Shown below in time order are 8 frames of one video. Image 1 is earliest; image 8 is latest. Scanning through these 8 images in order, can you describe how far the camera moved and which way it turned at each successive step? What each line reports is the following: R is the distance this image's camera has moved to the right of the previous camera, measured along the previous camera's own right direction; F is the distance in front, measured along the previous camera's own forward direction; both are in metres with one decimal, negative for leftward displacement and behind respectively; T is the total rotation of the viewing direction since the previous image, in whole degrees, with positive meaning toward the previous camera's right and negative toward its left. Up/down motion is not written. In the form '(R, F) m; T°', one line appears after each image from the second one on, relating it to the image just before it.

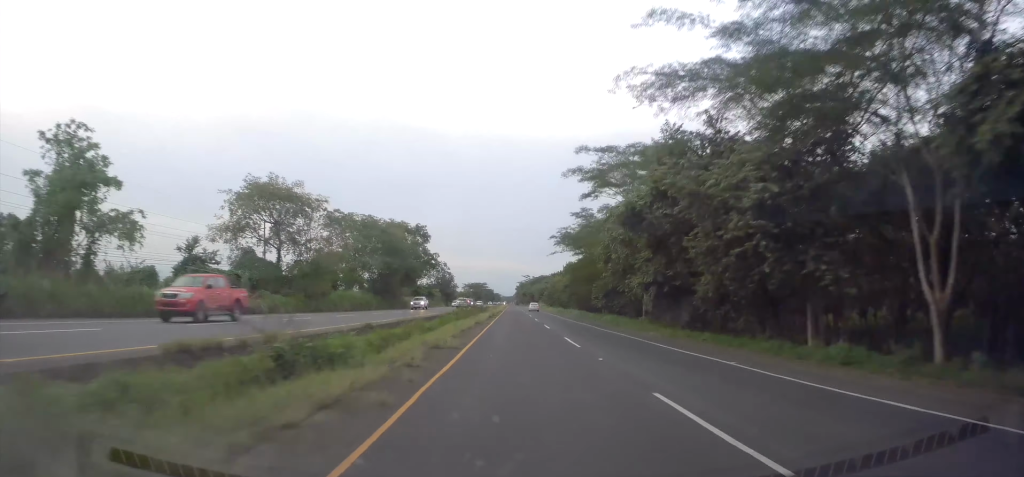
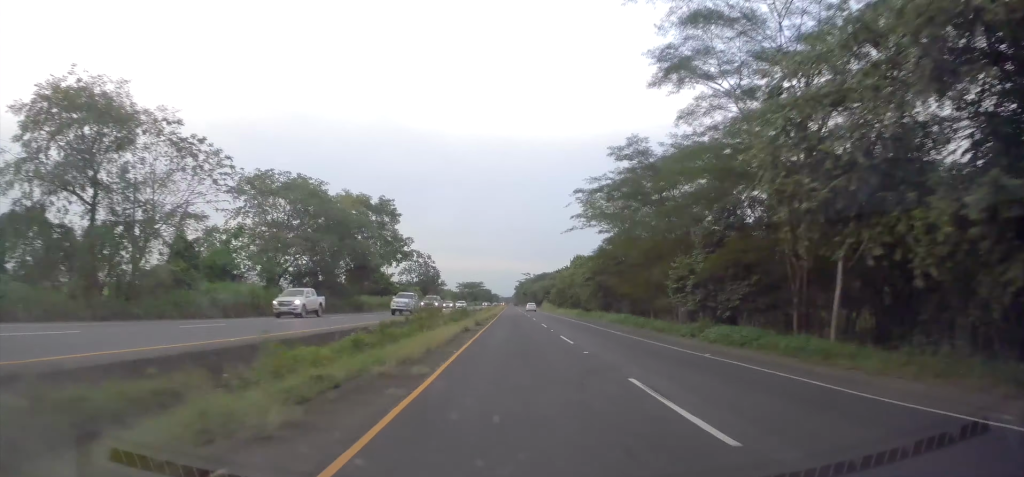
(0.0, +26.6) m; 0°
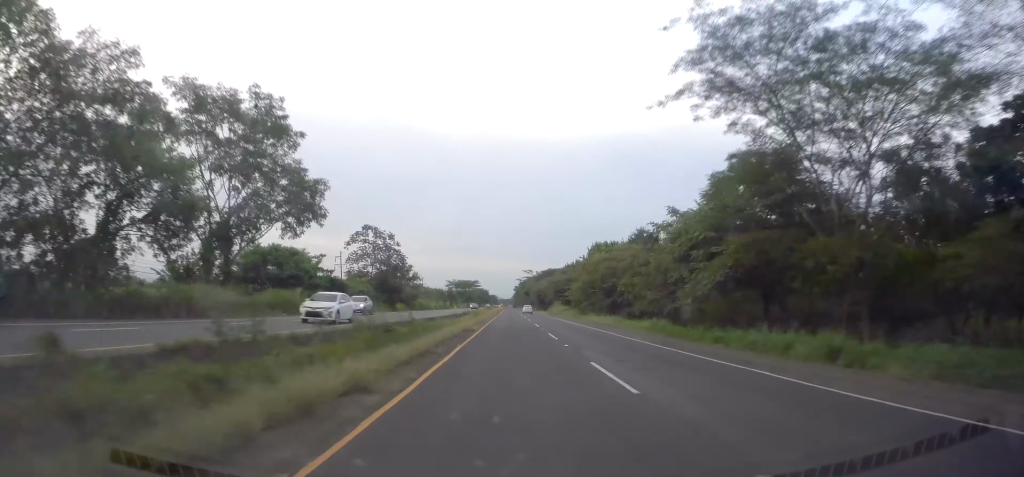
(-0.1, +39.1) m; 0°
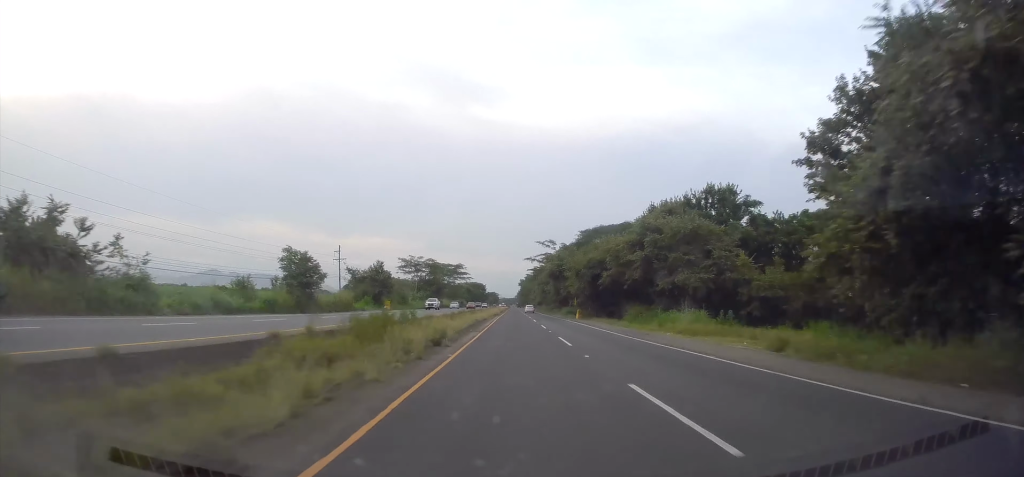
(-1.0, +103.0) m; -1°
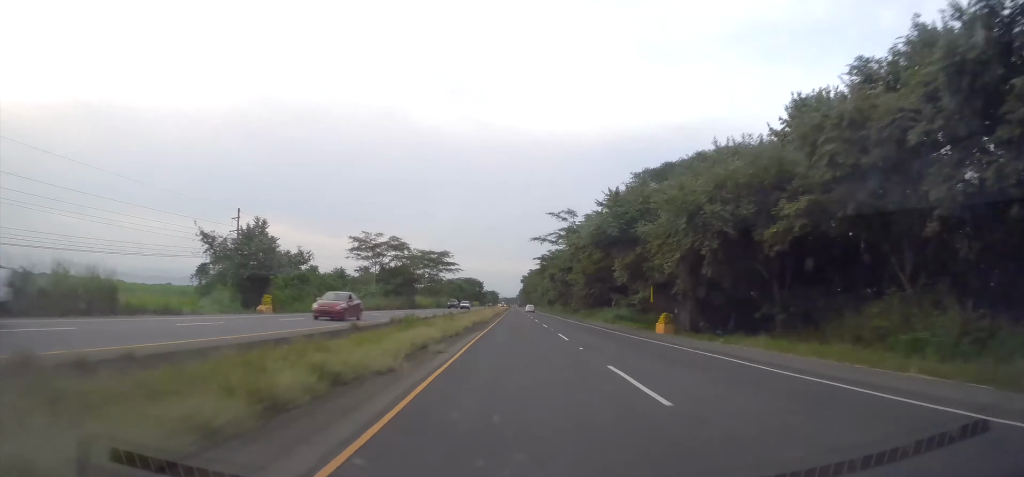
(0.0, +39.3) m; 0°
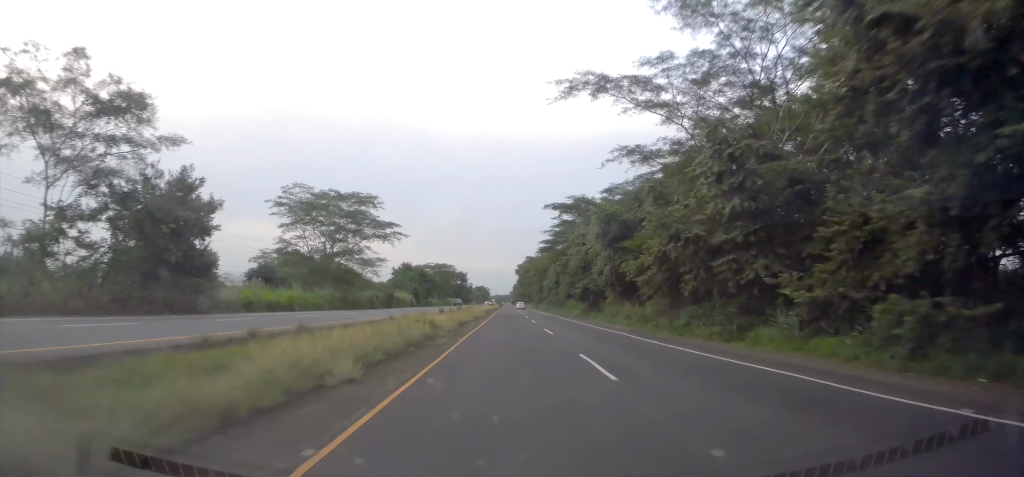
(+0.6, +66.6) m; +1°
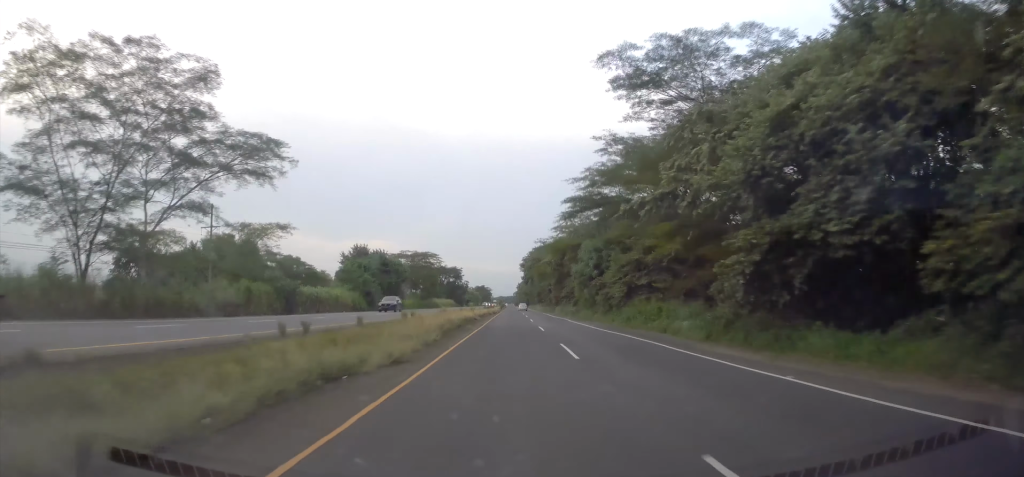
(0.0, +39.7) m; 0°
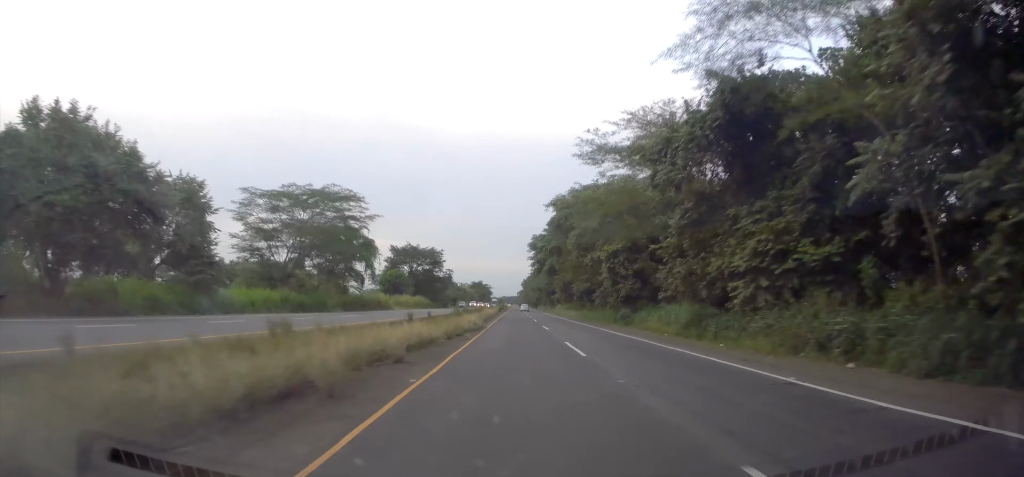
(0.0, +60.6) m; 0°
